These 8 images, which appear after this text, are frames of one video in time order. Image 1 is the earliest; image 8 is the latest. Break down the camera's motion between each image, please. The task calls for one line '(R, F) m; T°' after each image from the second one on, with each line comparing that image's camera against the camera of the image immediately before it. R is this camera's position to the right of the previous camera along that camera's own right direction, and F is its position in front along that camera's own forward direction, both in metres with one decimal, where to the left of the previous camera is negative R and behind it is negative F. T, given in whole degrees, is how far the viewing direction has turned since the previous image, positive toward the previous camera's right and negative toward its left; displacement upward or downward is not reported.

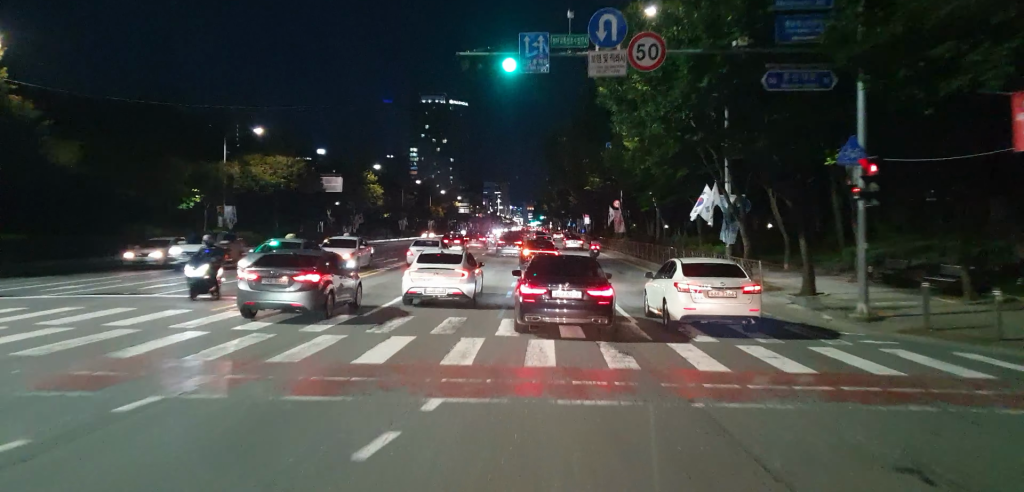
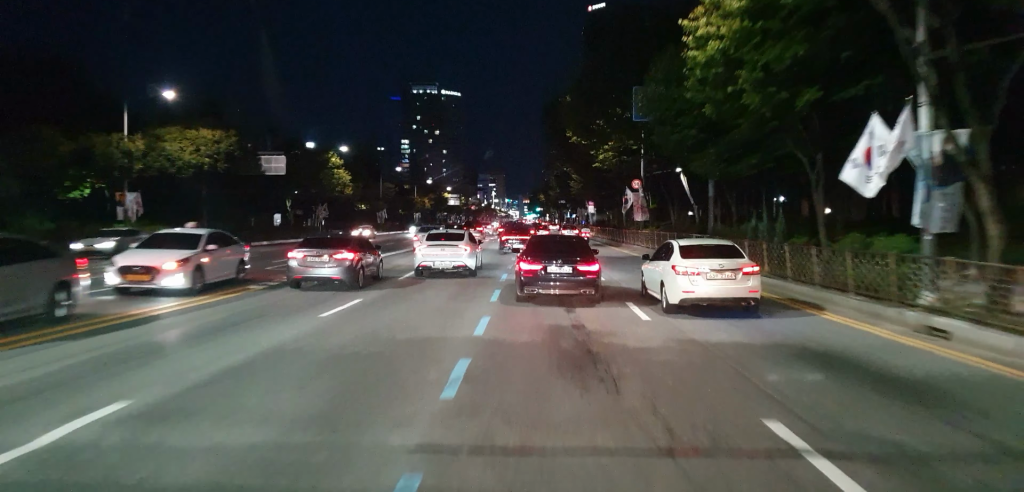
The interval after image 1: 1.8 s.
(0.0, +15.5) m; +1°
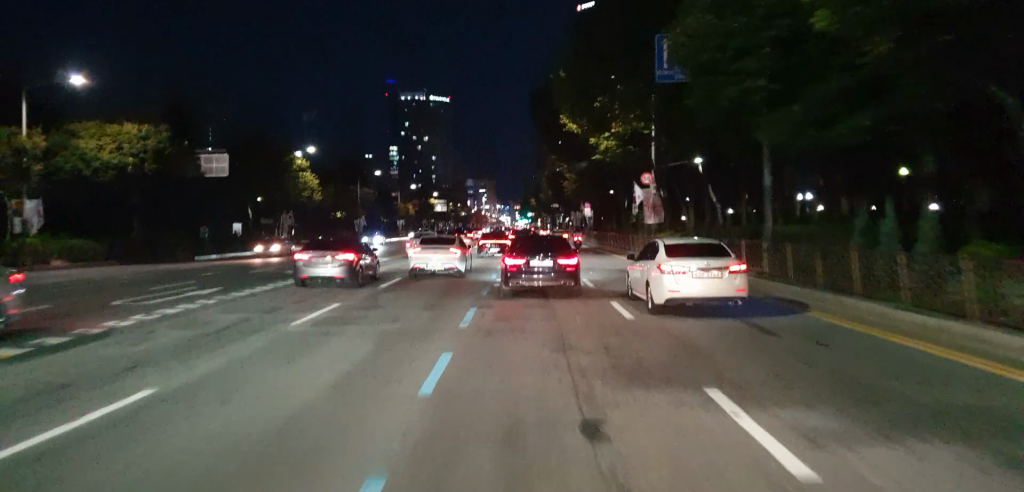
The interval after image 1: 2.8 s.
(+0.1, +9.3) m; +2°
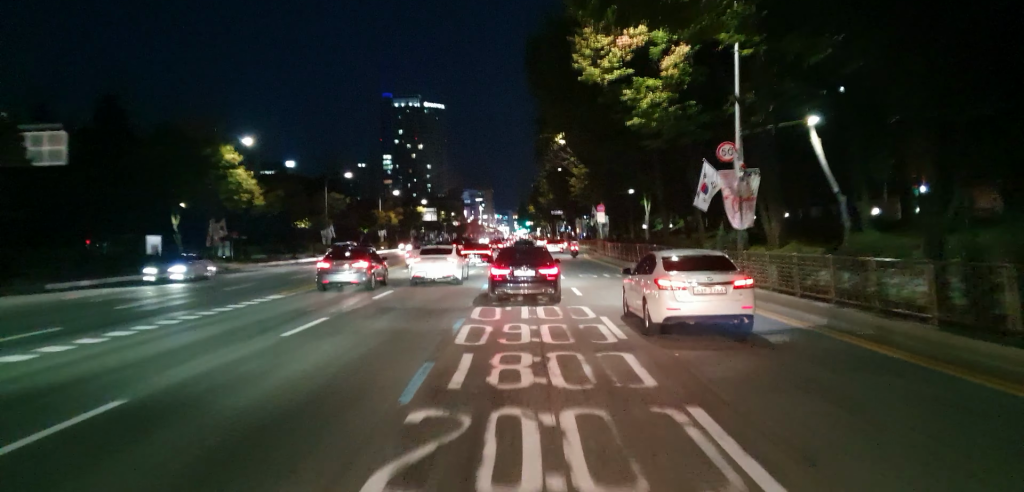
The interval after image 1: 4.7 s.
(-0.2, +17.0) m; -3°
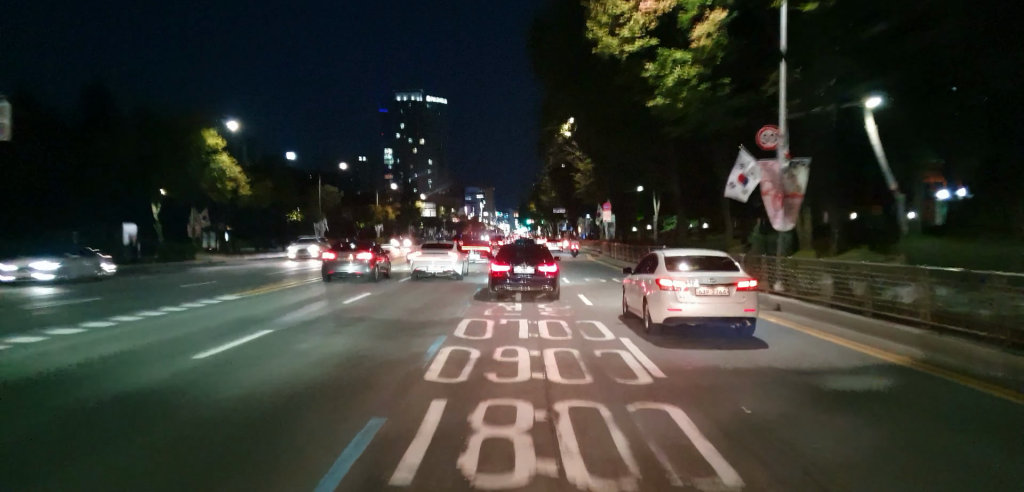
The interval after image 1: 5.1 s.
(0.0, +3.6) m; 0°
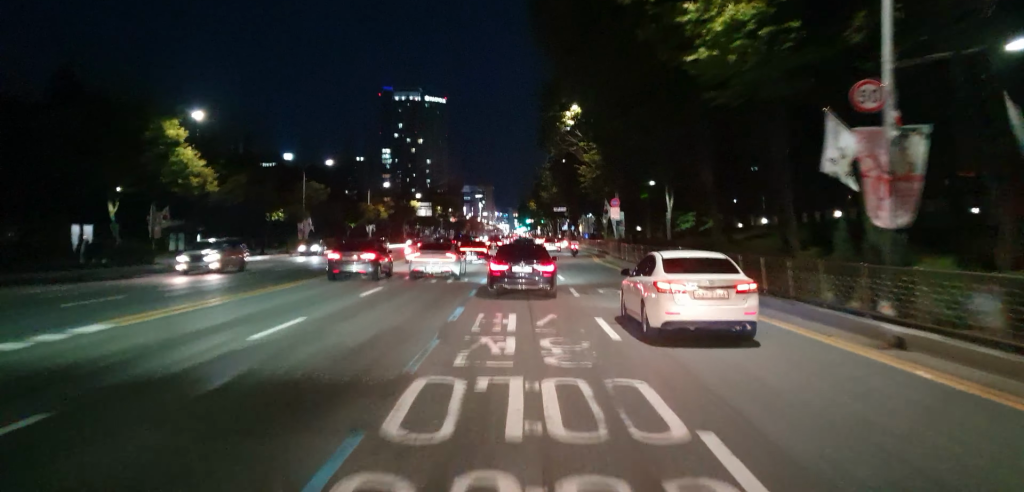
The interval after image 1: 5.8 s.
(0.0, +6.0) m; 0°
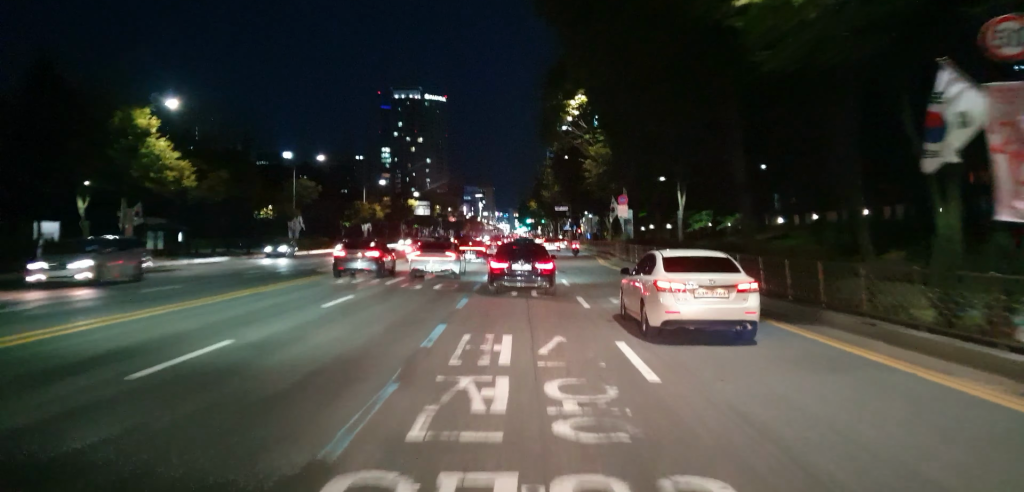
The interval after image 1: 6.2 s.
(0.0, +3.9) m; 0°
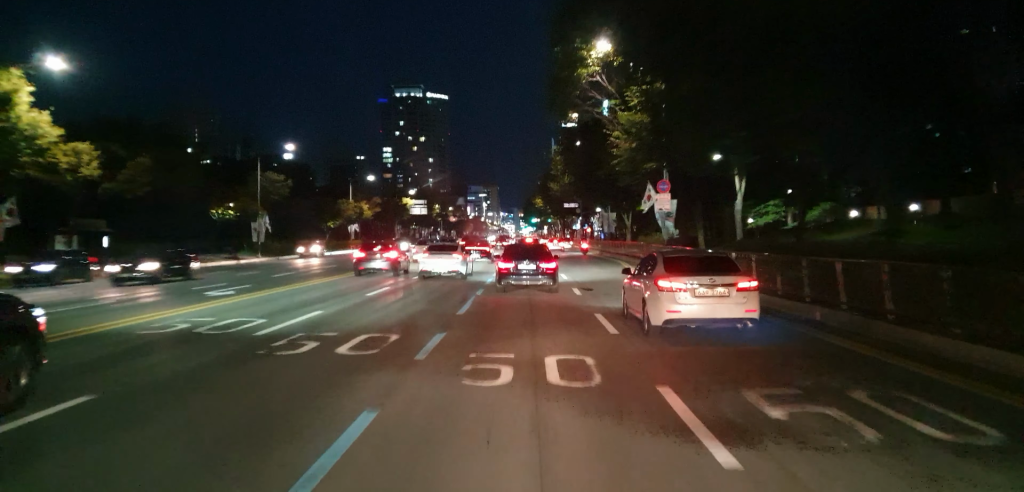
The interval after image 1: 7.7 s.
(0.0, +12.9) m; 0°
